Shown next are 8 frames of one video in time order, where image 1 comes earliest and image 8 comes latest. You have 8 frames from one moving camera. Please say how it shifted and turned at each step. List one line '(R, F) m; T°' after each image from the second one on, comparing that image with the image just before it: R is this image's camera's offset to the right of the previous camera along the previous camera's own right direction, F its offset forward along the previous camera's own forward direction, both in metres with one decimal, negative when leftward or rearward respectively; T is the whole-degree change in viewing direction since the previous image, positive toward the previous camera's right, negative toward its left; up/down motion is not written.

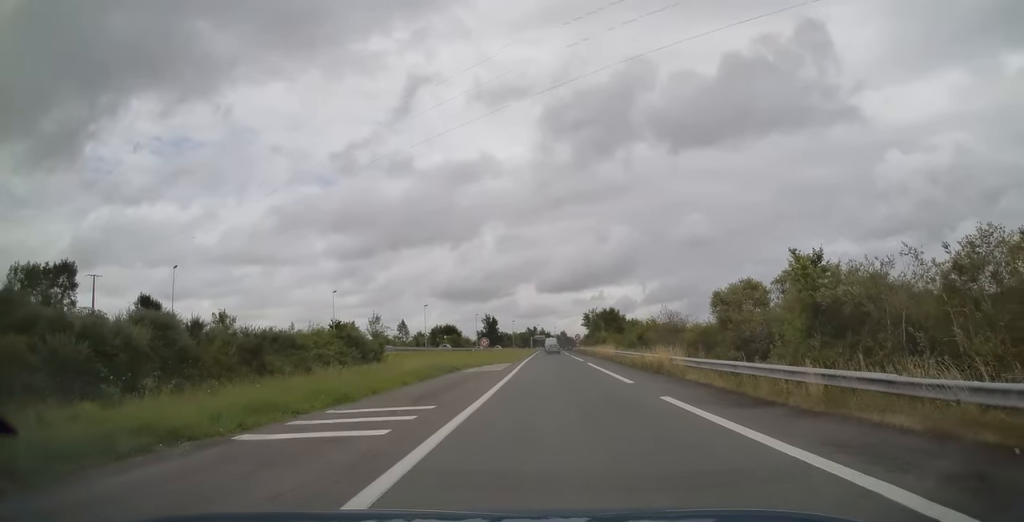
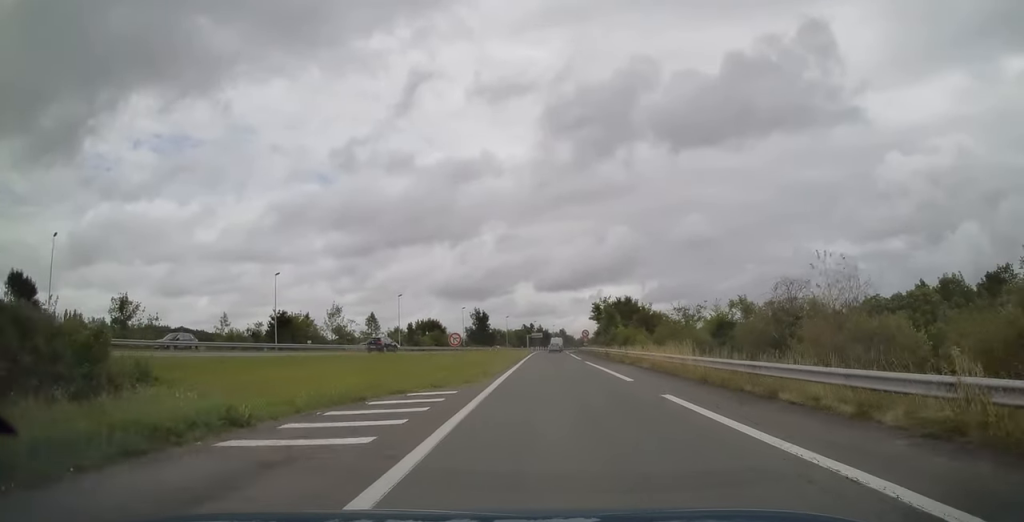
(-0.2, +25.8) m; -1°
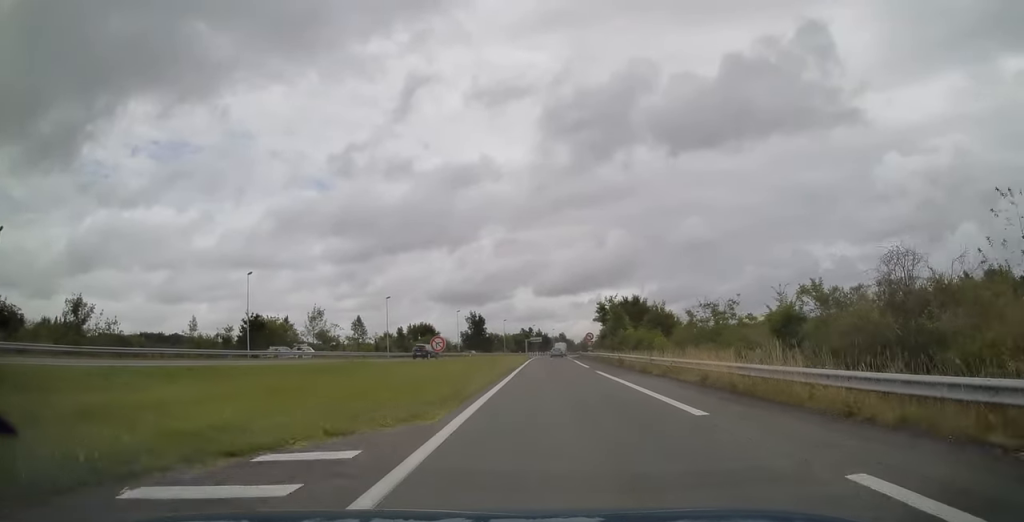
(0.0, +9.0) m; 0°
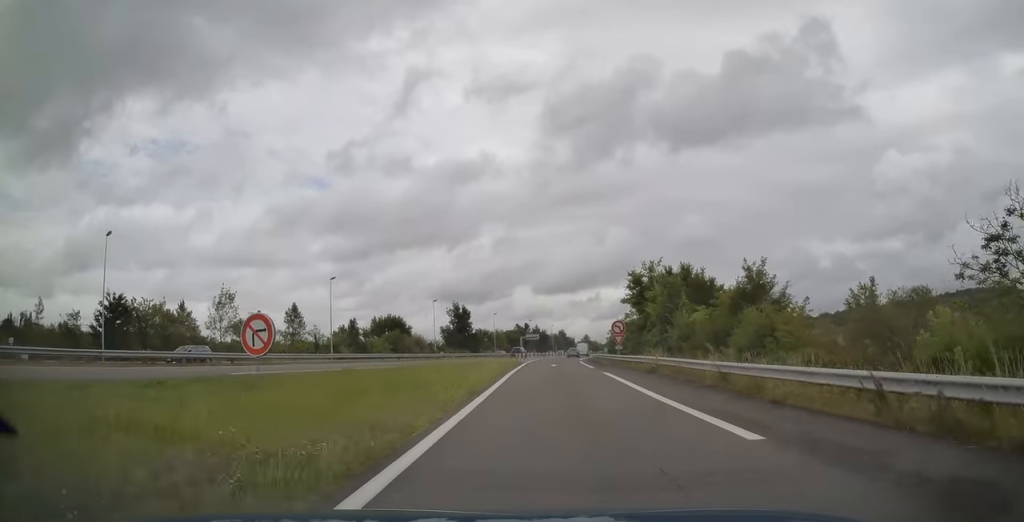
(+0.4, +31.1) m; +1°
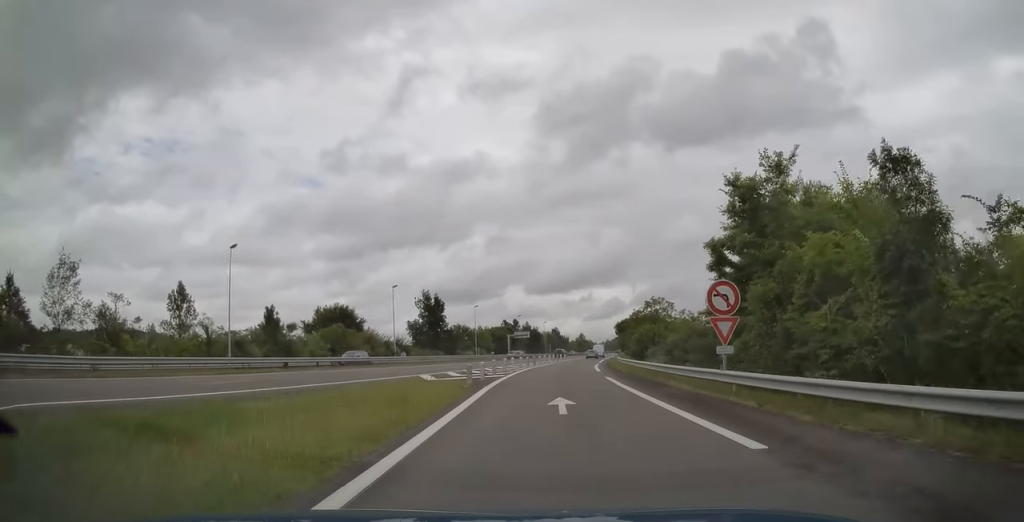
(+0.1, +28.5) m; +1°
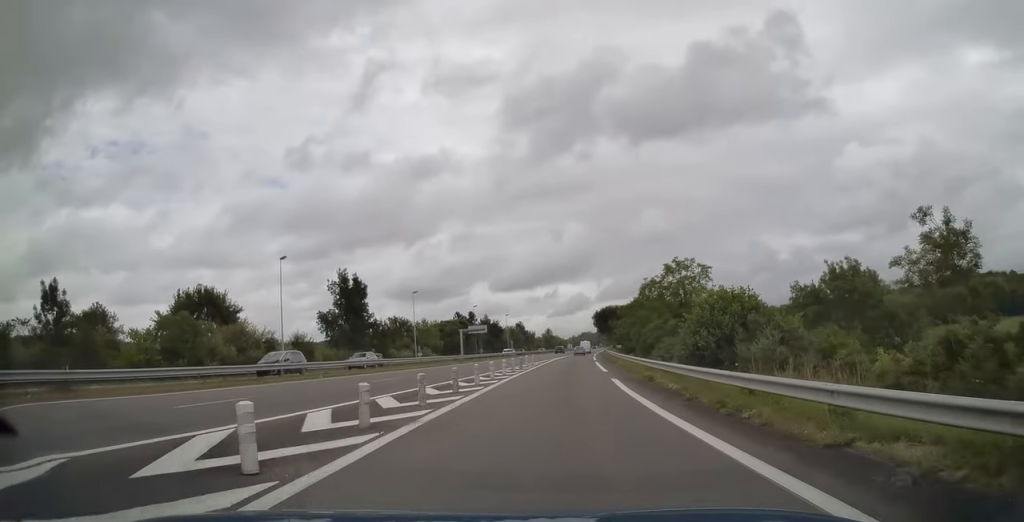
(+0.6, +31.9) m; +3°
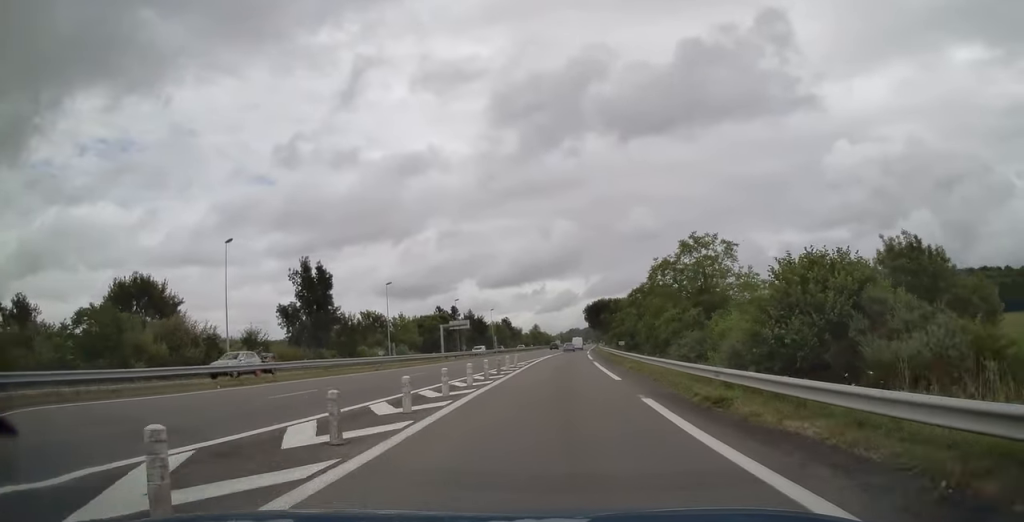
(+0.1, +9.8) m; +1°
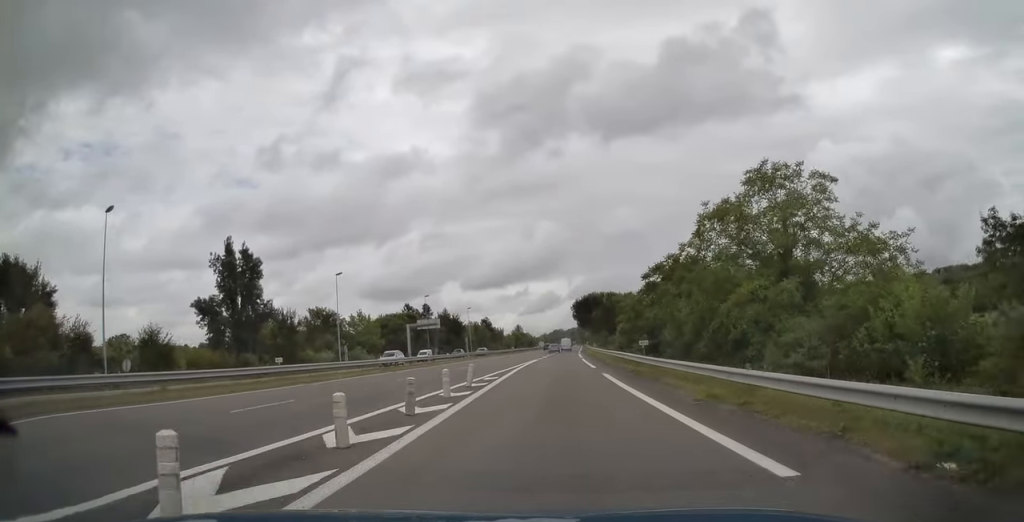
(+0.4, +16.2) m; +2°
